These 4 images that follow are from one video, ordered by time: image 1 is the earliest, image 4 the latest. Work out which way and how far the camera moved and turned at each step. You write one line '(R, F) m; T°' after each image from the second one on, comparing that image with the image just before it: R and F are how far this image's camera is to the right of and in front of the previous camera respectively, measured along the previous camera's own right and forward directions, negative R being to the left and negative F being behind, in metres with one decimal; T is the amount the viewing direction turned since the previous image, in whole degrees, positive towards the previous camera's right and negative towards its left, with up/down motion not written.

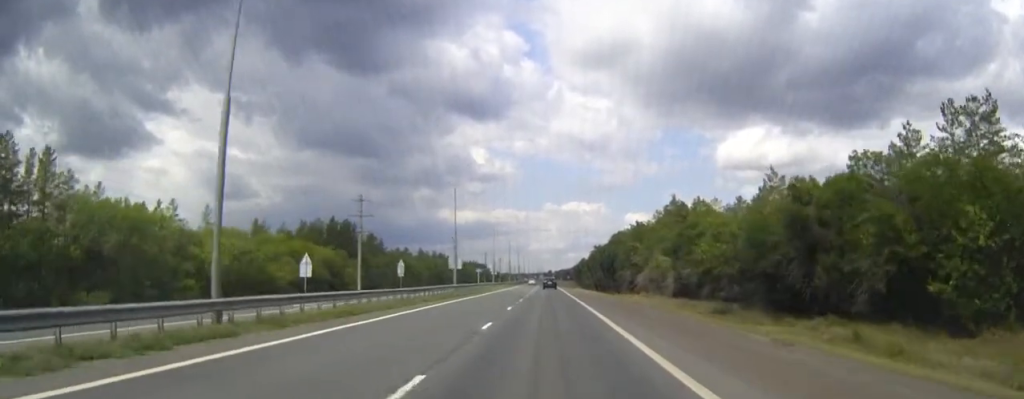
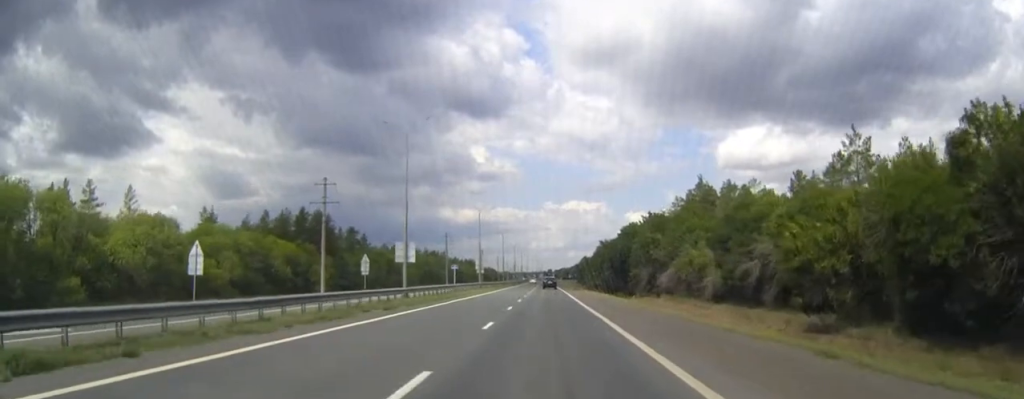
(-0.1, +23.6) m; 0°
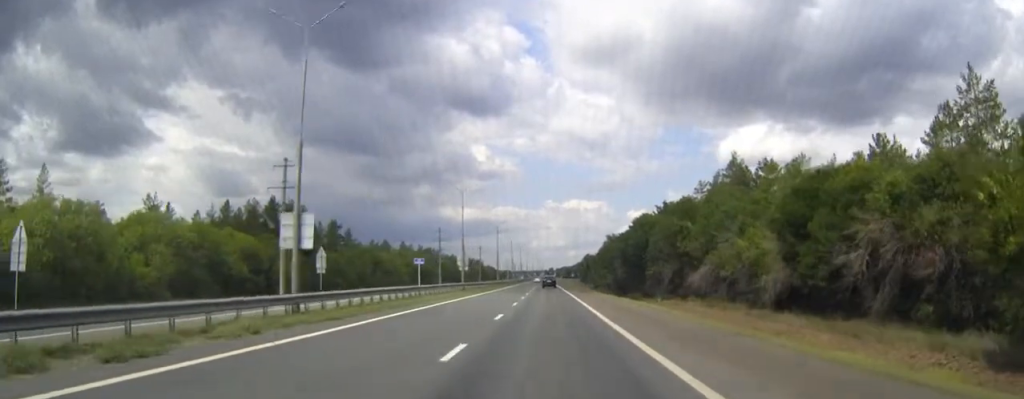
(0.0, +19.6) m; 0°
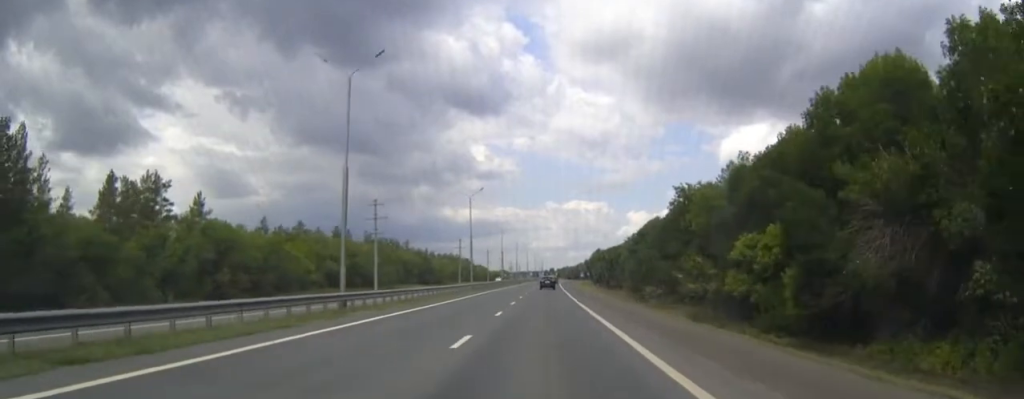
(0.0, +94.1) m; 0°
